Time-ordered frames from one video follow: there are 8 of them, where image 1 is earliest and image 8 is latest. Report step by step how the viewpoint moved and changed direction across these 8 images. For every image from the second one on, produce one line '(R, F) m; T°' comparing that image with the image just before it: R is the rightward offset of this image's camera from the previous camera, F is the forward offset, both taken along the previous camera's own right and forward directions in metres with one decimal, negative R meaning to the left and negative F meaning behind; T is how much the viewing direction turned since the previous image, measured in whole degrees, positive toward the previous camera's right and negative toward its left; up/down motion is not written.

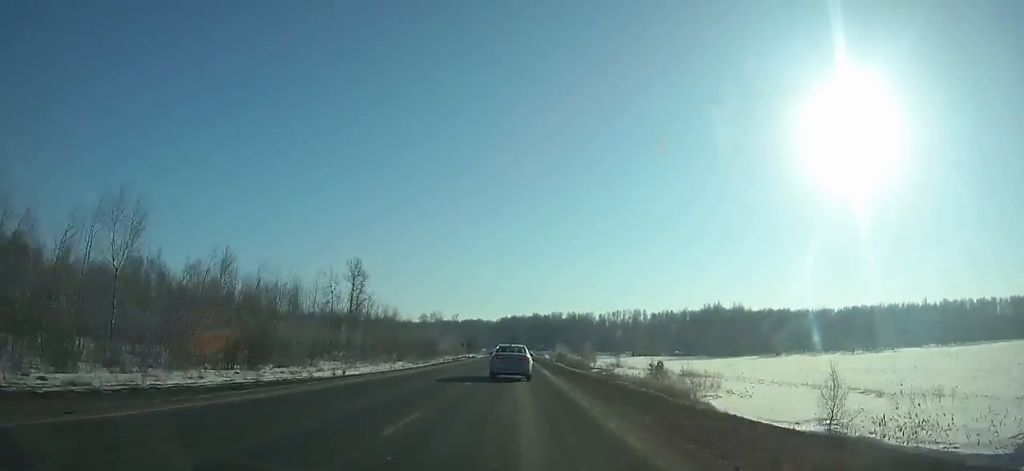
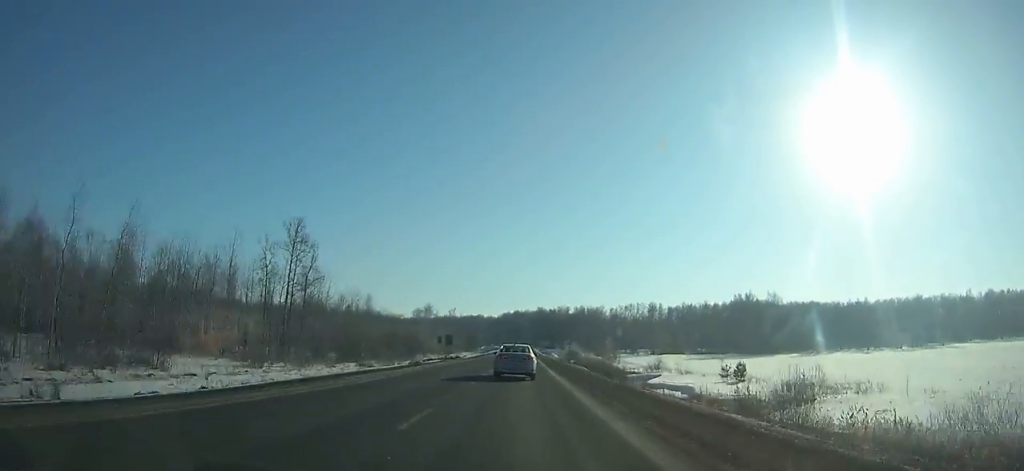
(0.0, +35.6) m; 0°
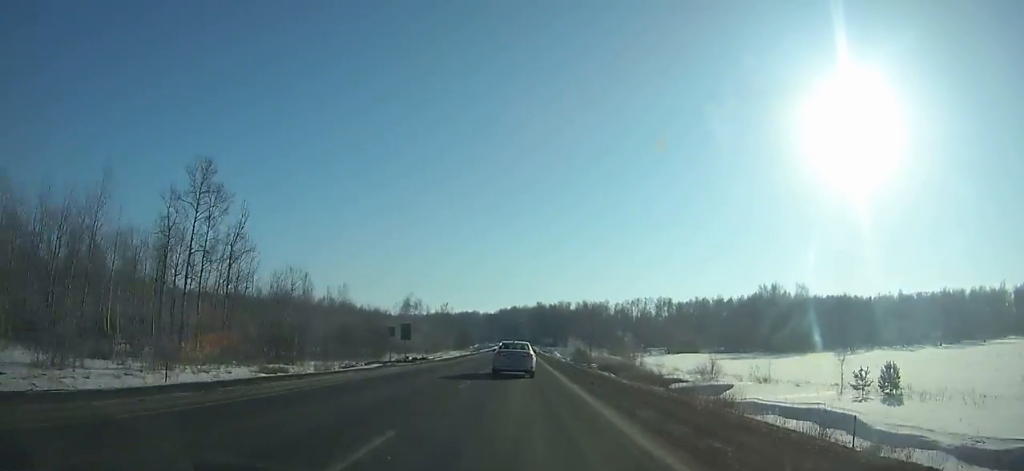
(+0.1, +27.3) m; 0°
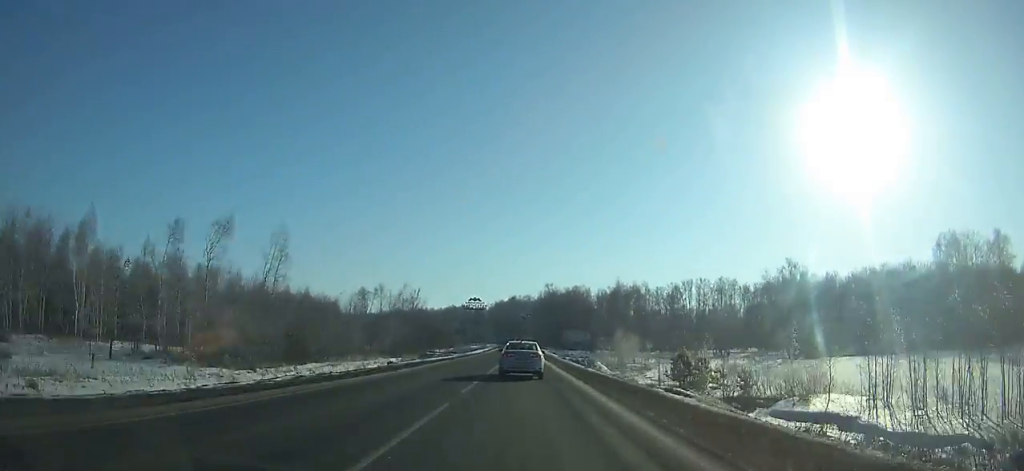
(0.0, +95.4) m; 0°
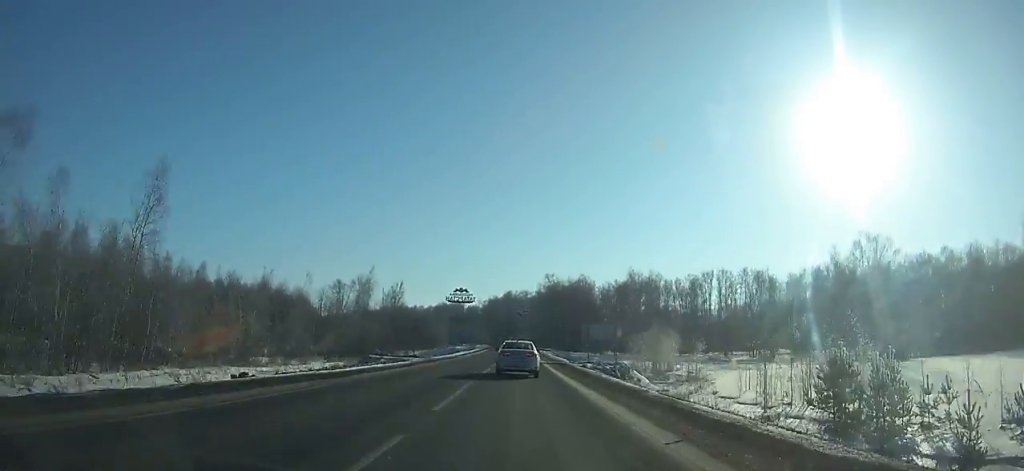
(+0.1, +28.2) m; 0°
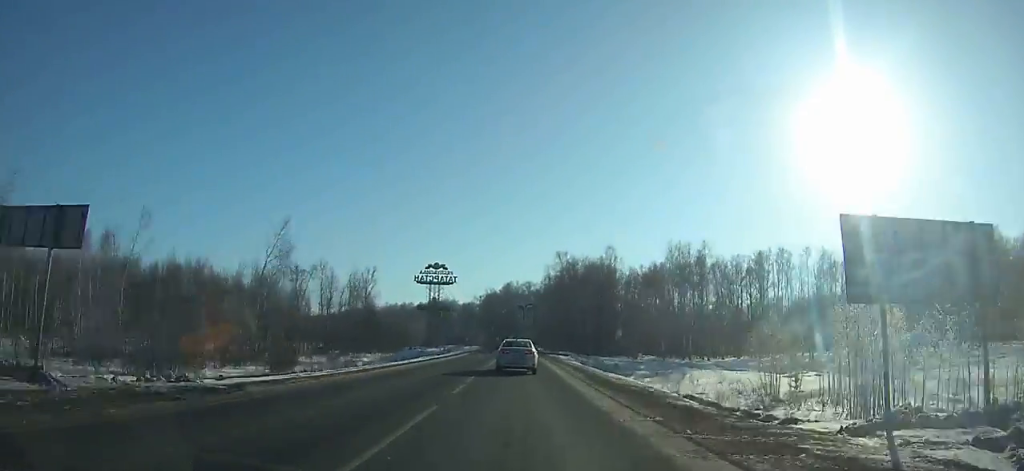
(0.0, +43.5) m; 0°
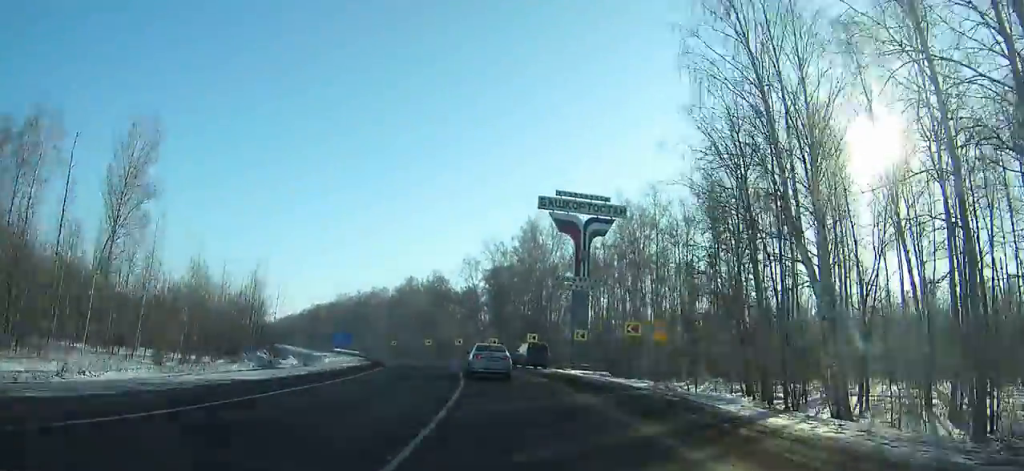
(-3.8, +115.8) m; -10°
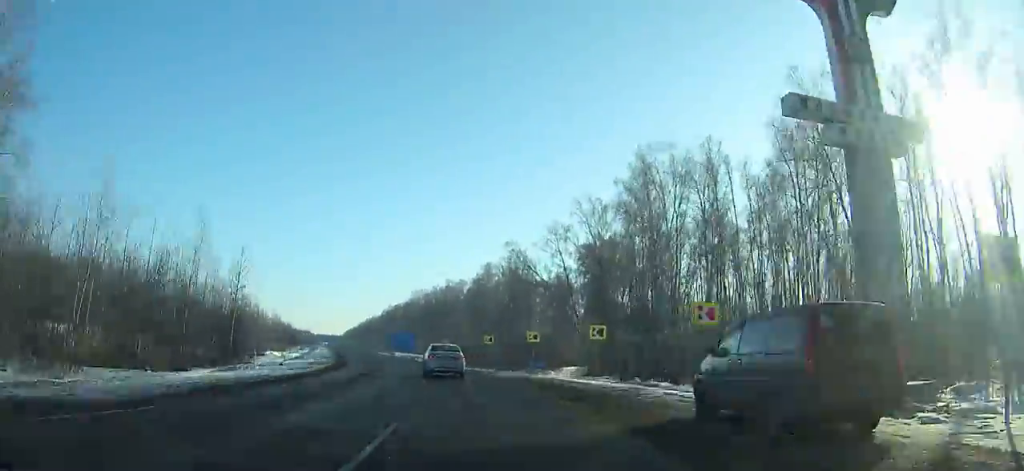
(-0.5, +35.9) m; -8°
